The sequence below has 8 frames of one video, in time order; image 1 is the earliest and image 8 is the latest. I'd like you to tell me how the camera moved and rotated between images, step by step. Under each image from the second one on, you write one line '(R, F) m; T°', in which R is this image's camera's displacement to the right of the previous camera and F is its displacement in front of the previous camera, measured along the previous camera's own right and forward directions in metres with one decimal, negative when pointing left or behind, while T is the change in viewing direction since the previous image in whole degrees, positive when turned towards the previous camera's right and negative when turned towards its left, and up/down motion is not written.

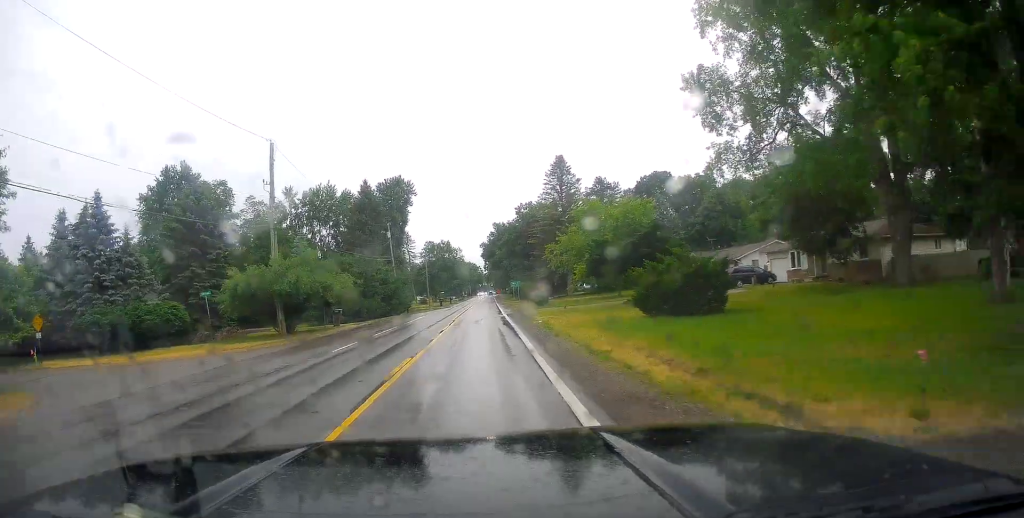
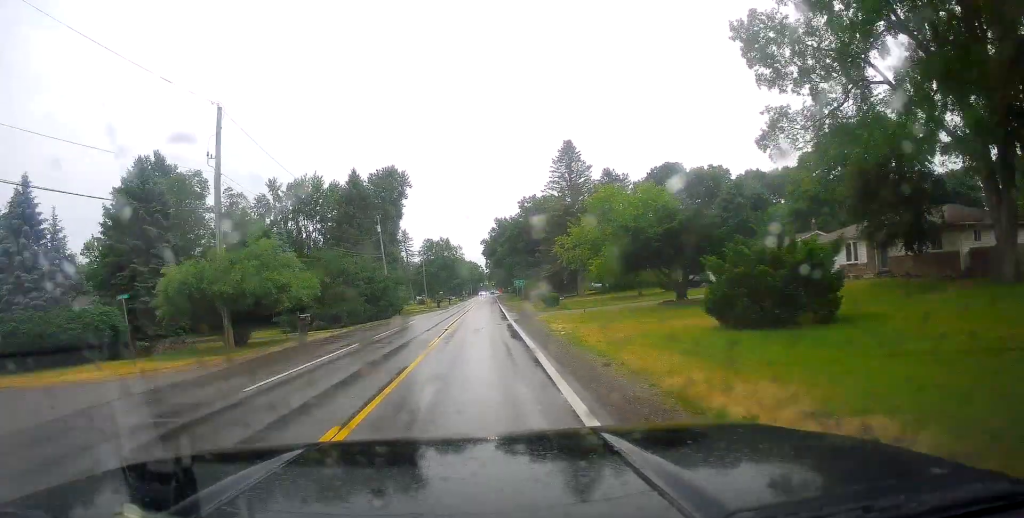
(-0.3, +8.1) m; -1°
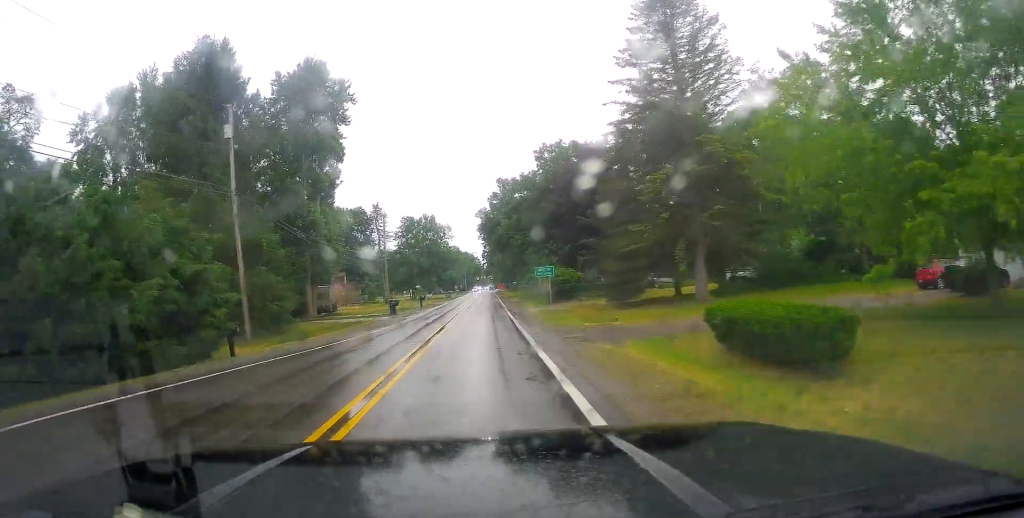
(-0.6, +41.0) m; 0°
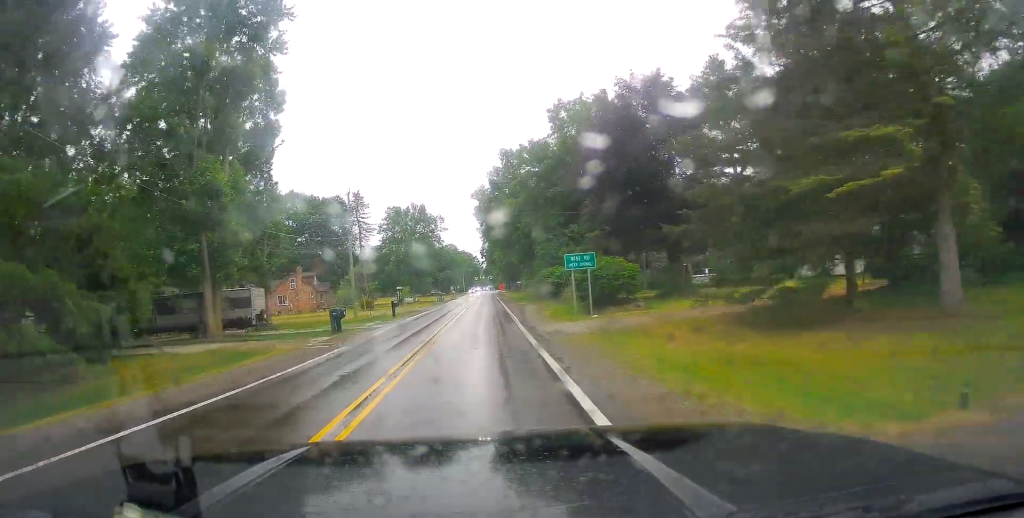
(+0.4, +18.5) m; 0°
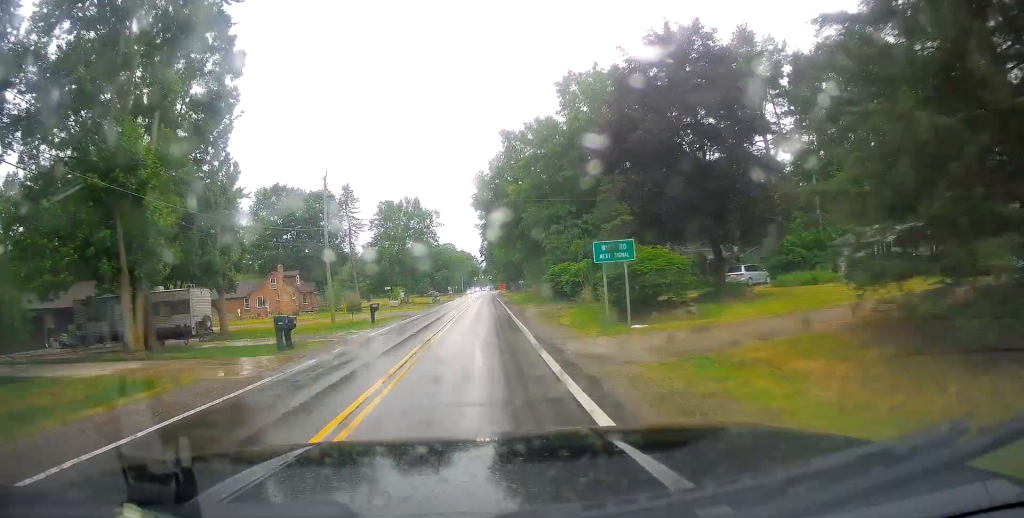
(+0.2, +8.1) m; 0°
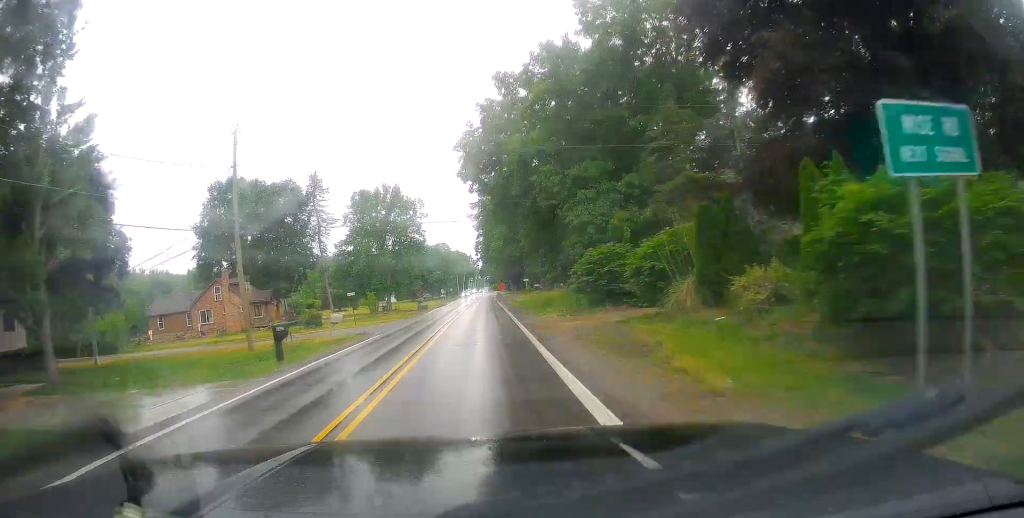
(-0.7, +16.8) m; 0°
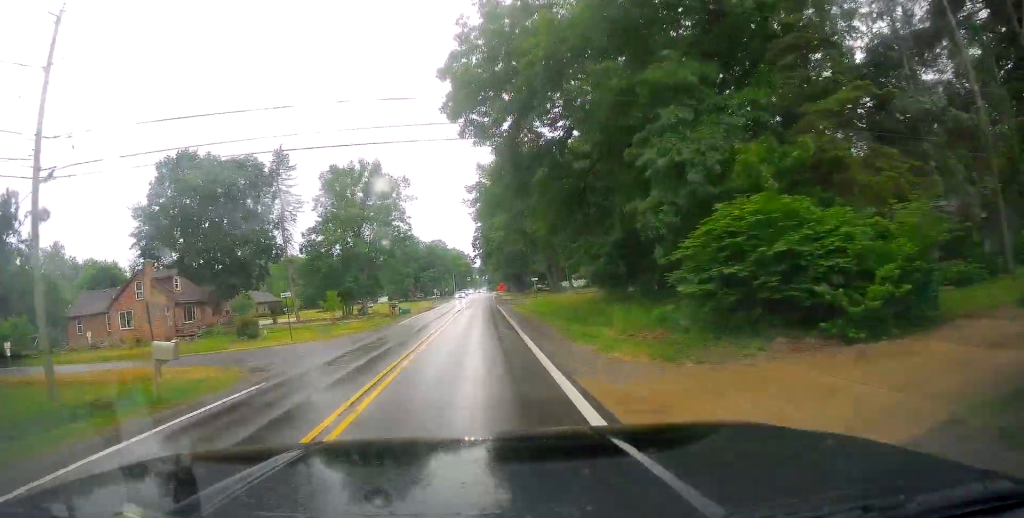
(+0.7, +15.6) m; +1°
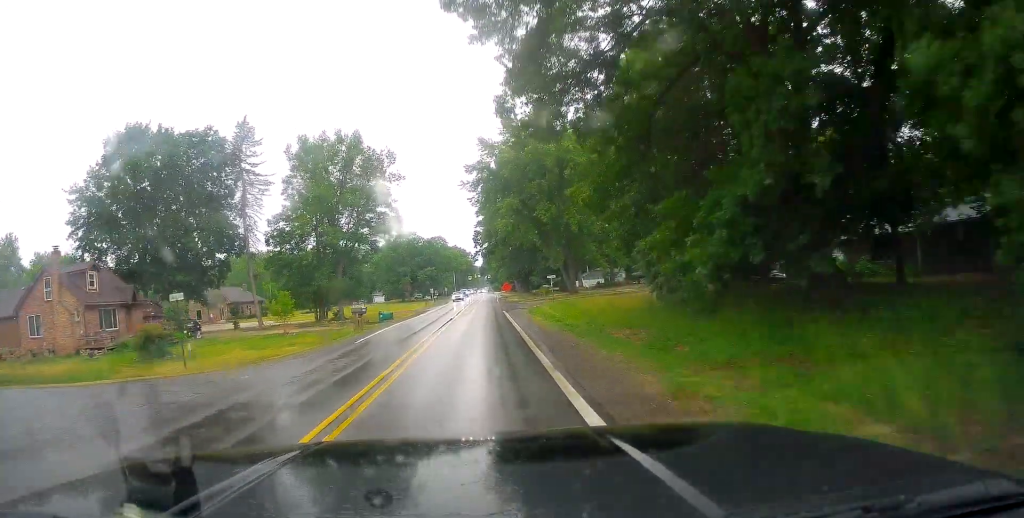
(-0.1, +12.6) m; -1°
